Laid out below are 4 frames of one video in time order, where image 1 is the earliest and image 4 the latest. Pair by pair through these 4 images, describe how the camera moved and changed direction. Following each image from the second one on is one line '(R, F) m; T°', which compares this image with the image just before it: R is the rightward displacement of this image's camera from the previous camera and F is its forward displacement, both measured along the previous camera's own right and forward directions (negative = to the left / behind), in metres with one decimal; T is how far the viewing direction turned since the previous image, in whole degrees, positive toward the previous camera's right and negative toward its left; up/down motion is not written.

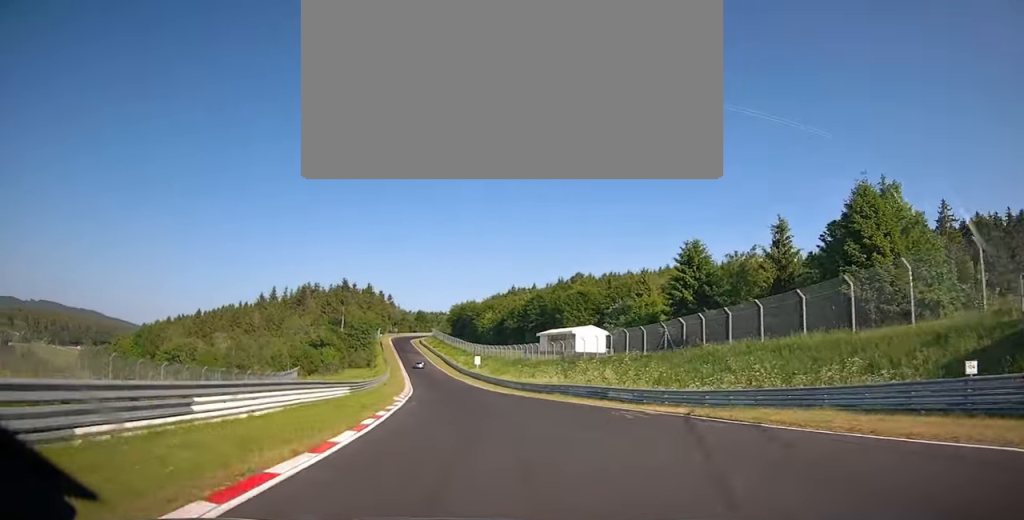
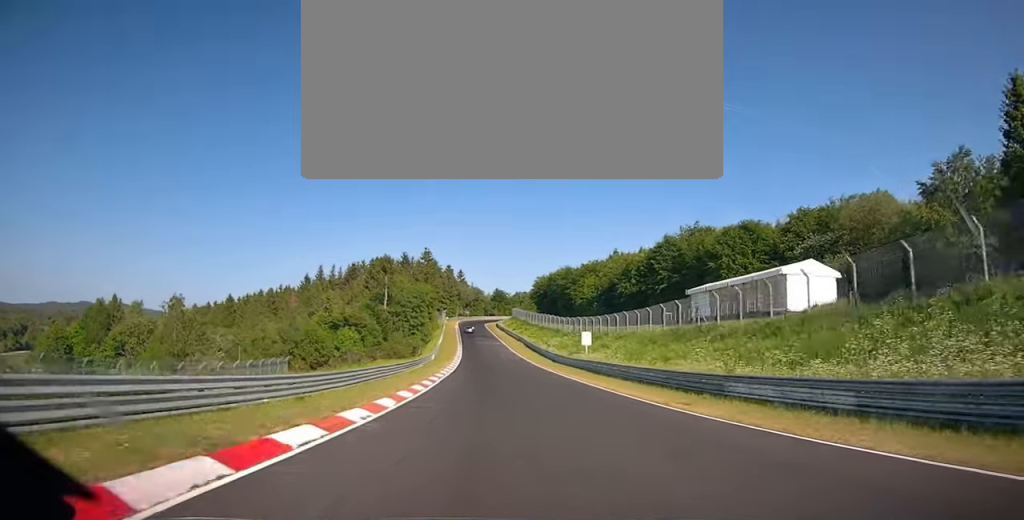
(-3.1, +51.4) m; -5°
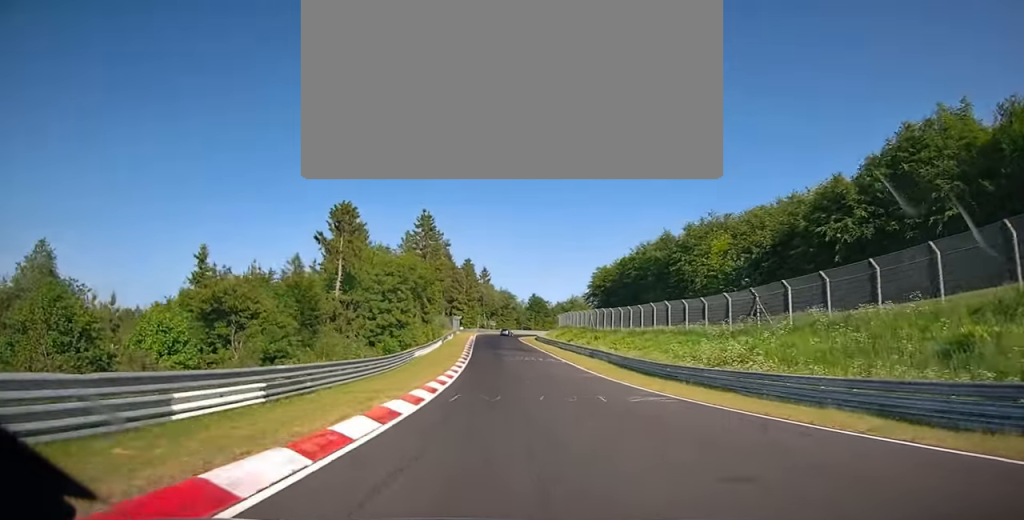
(-0.8, +57.8) m; -1°
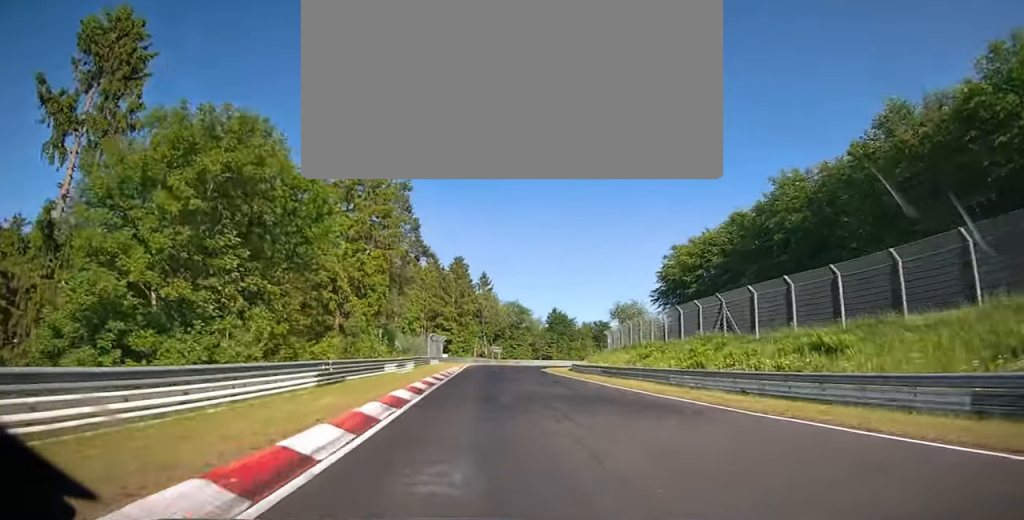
(-0.1, +45.1) m; +1°
